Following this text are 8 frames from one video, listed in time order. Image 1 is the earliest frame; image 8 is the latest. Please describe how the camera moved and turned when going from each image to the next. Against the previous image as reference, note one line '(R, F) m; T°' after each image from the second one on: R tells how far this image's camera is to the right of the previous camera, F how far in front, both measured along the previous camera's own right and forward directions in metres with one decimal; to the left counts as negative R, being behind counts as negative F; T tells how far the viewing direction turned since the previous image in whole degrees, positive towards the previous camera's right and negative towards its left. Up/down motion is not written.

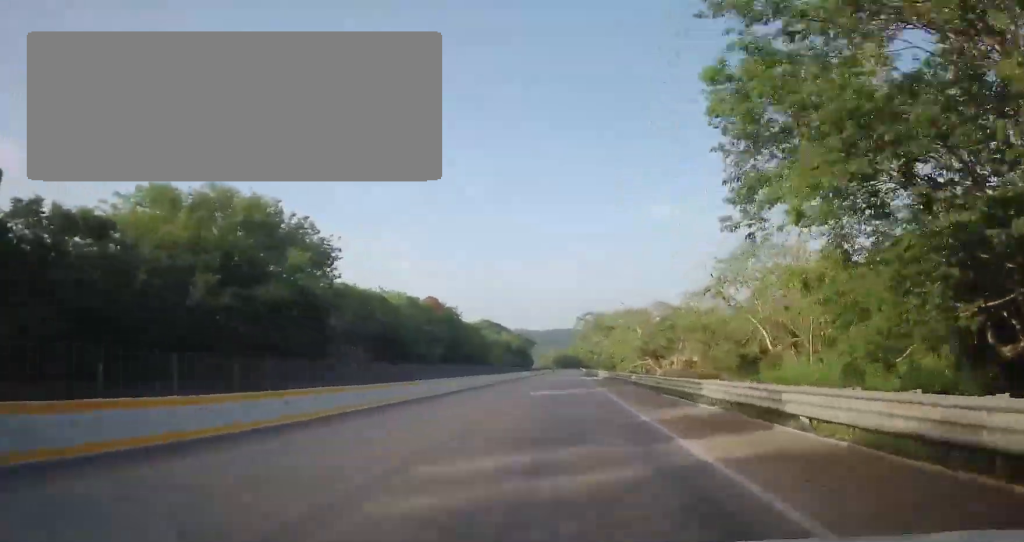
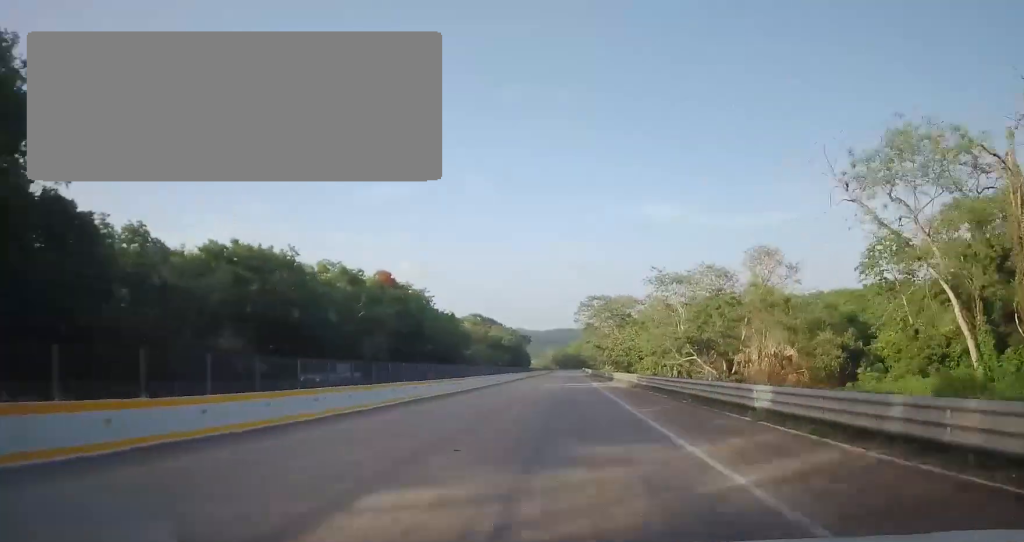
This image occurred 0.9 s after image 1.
(+0.2, +25.8) m; +1°
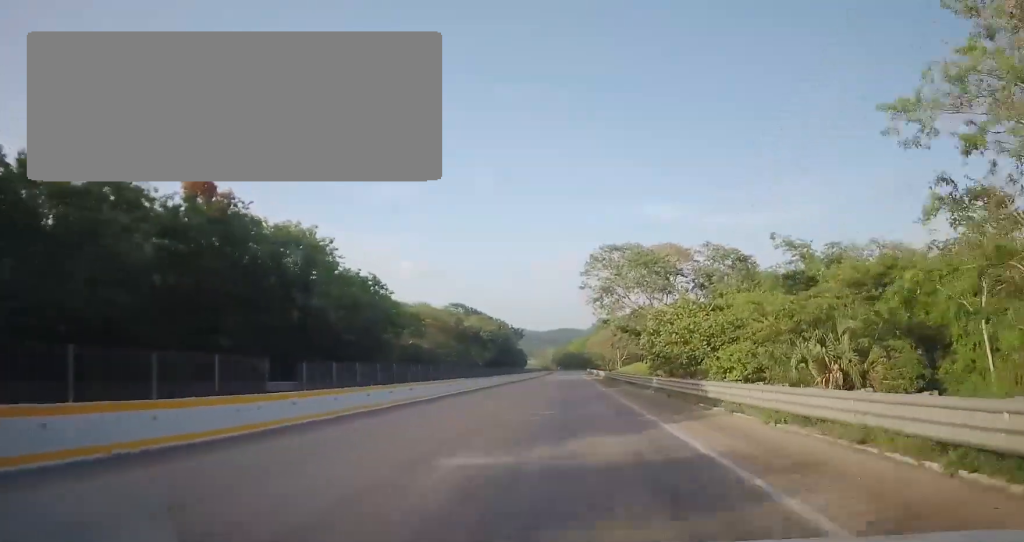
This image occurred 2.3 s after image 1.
(+0.2, +39.1) m; +1°
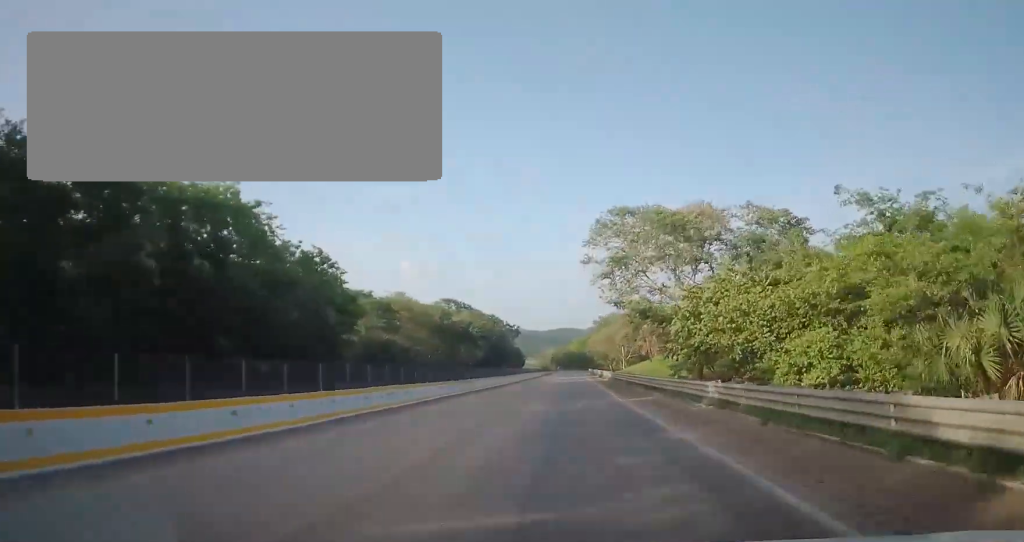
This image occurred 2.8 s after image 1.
(+0.2, +12.7) m; 0°
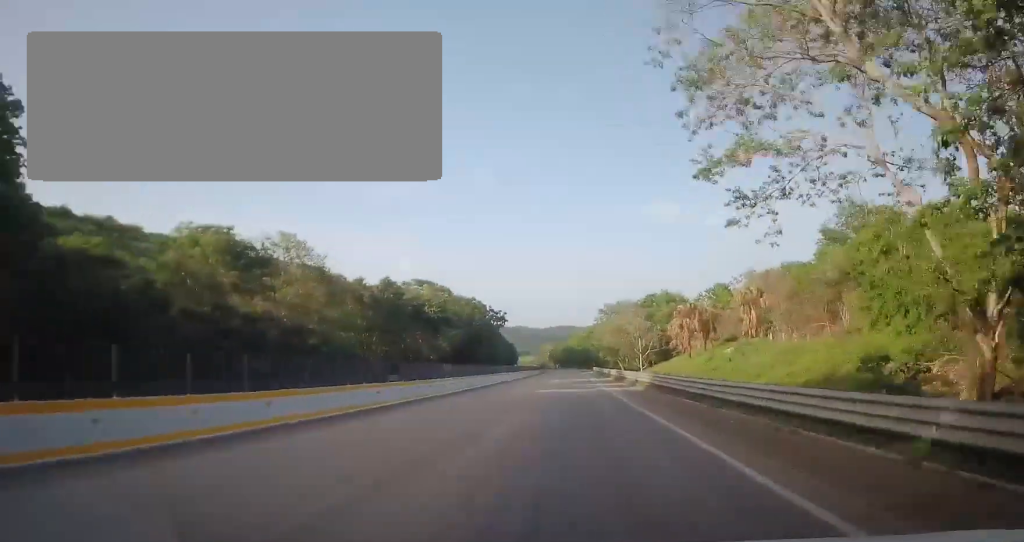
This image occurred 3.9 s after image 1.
(0.0, +31.3) m; 0°
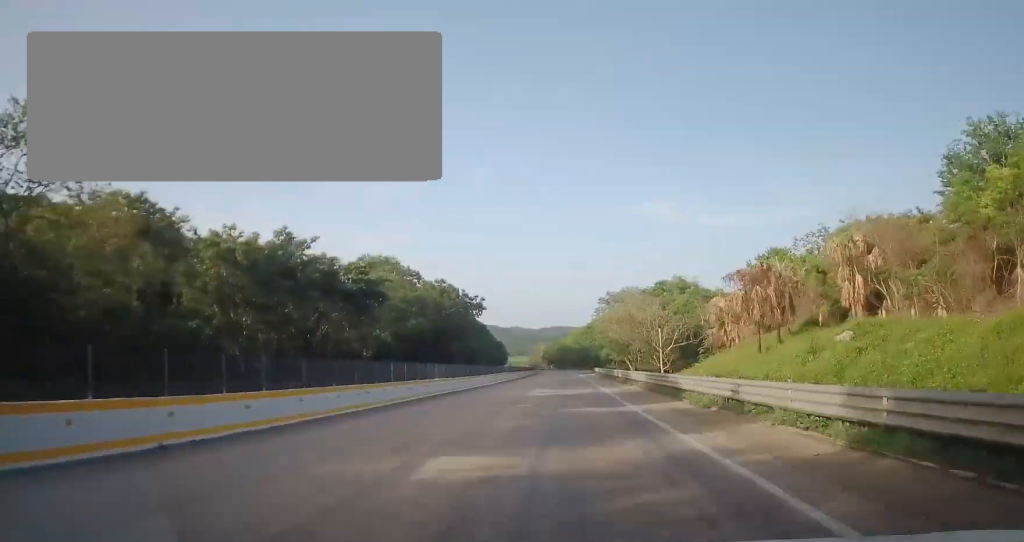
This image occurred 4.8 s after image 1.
(-0.2, +25.6) m; 0°
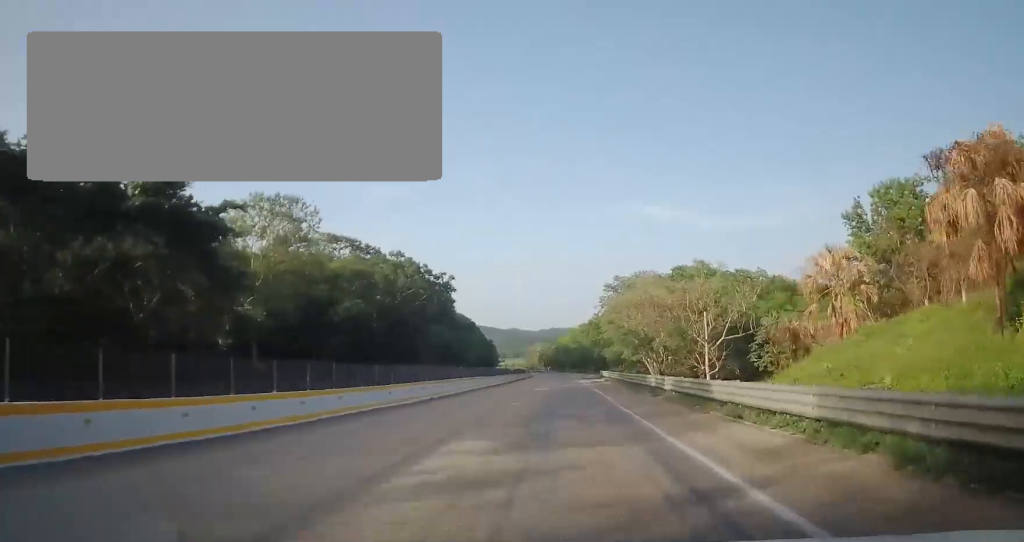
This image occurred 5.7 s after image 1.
(0.0, +24.4) m; 0°
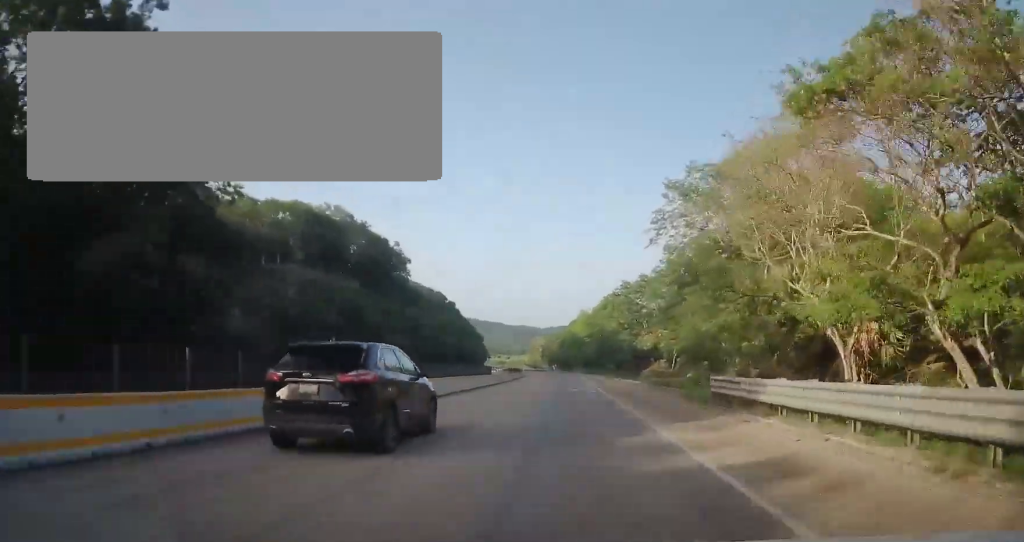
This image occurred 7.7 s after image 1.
(+0.1, +55.3) m; 0°
